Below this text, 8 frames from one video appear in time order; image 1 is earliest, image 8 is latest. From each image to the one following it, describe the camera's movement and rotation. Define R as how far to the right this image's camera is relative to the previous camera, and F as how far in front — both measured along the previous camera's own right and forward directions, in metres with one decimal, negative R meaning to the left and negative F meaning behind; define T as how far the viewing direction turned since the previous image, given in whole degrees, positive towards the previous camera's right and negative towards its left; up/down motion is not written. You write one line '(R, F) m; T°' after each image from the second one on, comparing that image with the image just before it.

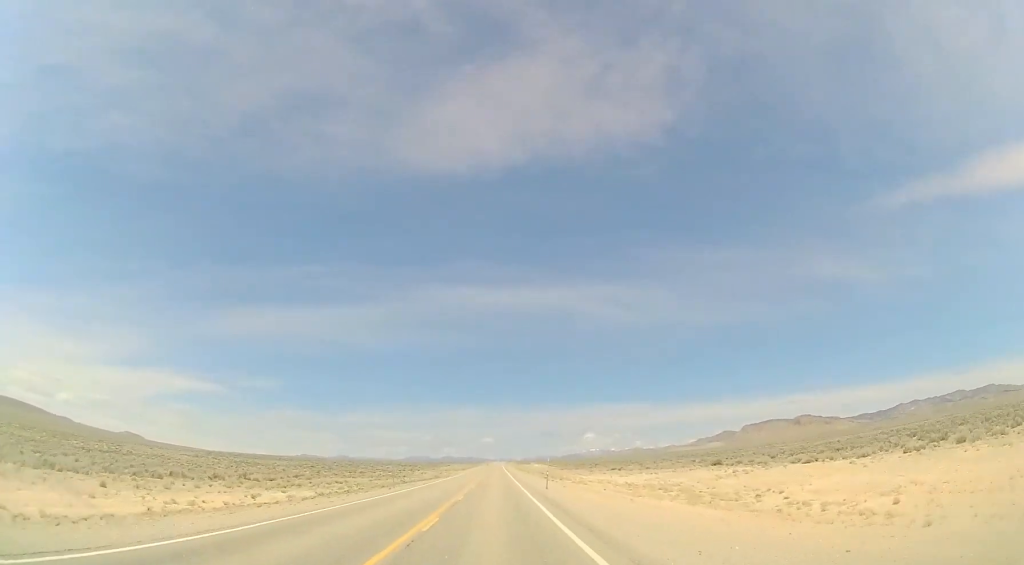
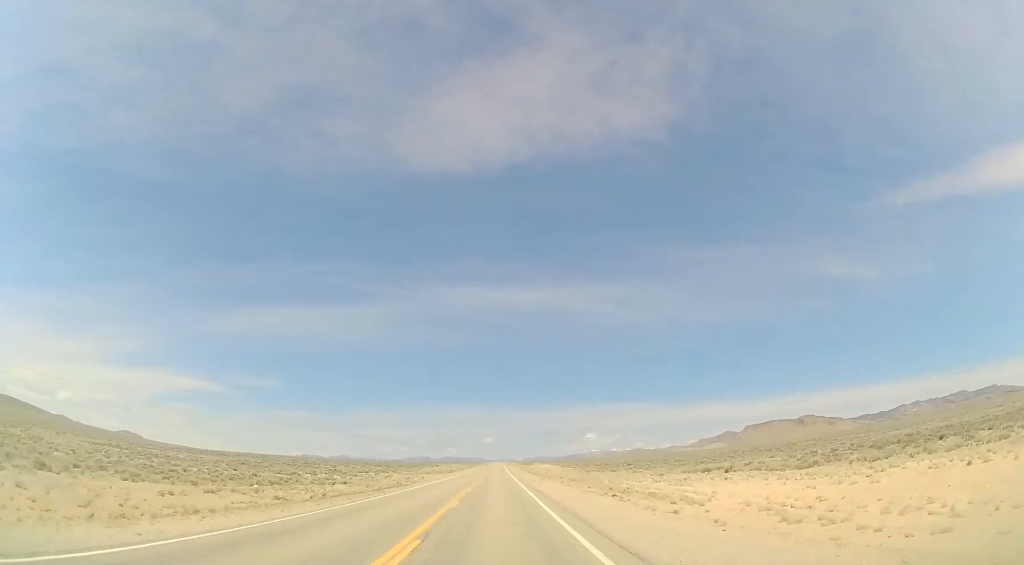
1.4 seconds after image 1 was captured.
(+0.4, +41.6) m; +1°
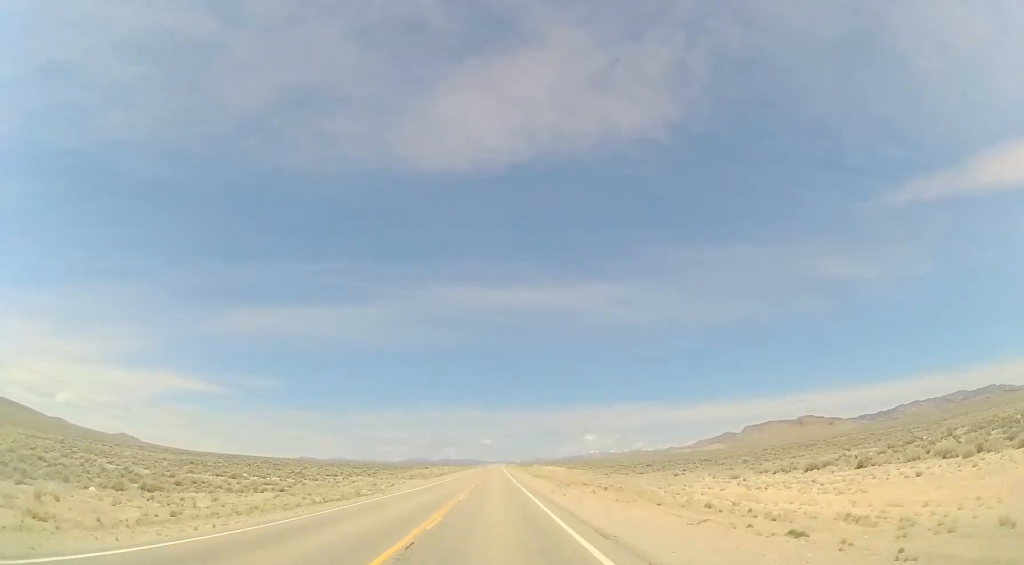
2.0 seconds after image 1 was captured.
(0.0, +18.9) m; 0°
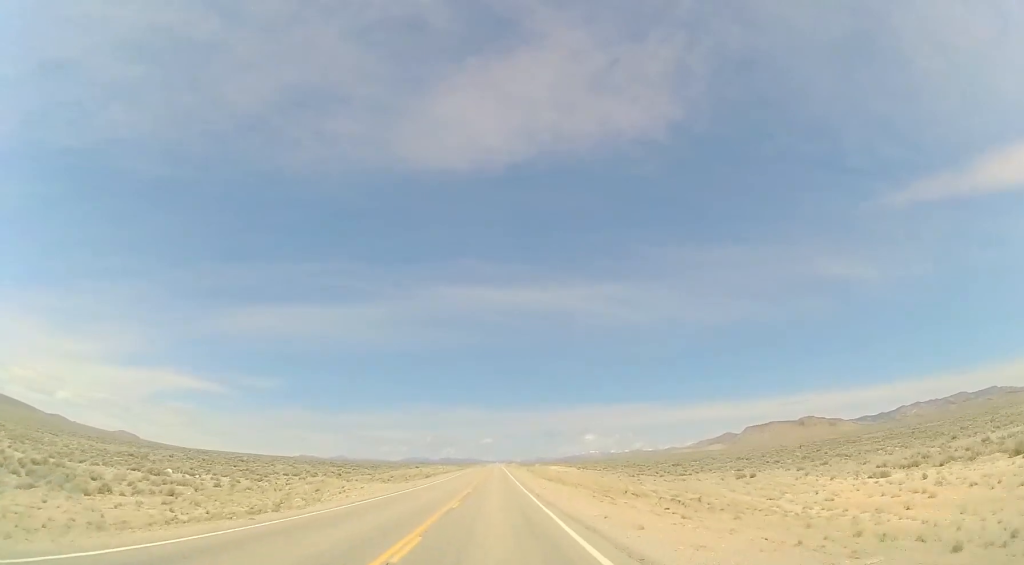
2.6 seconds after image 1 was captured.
(0.0, +17.0) m; 0°
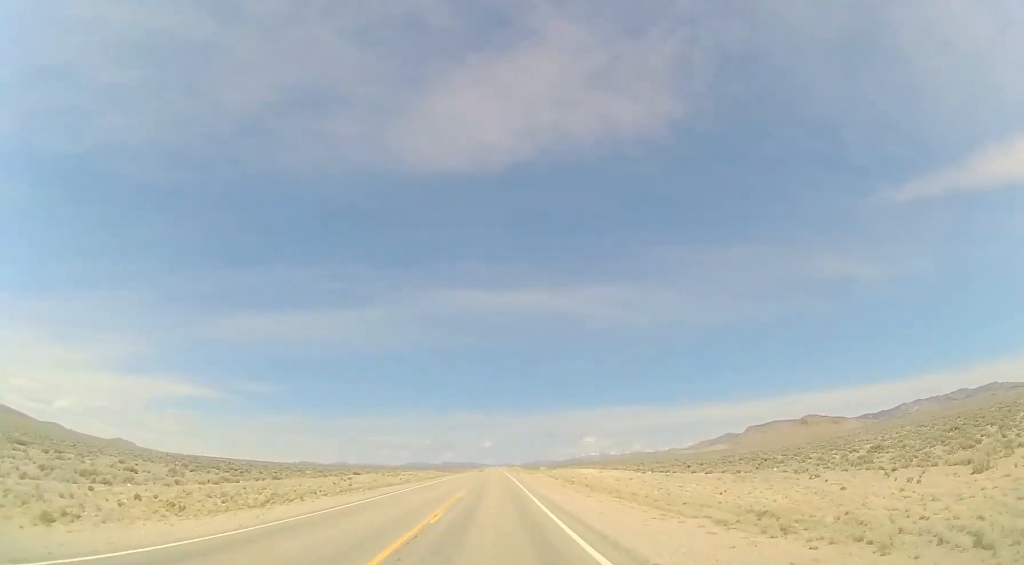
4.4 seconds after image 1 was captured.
(-0.1, +55.0) m; -1°
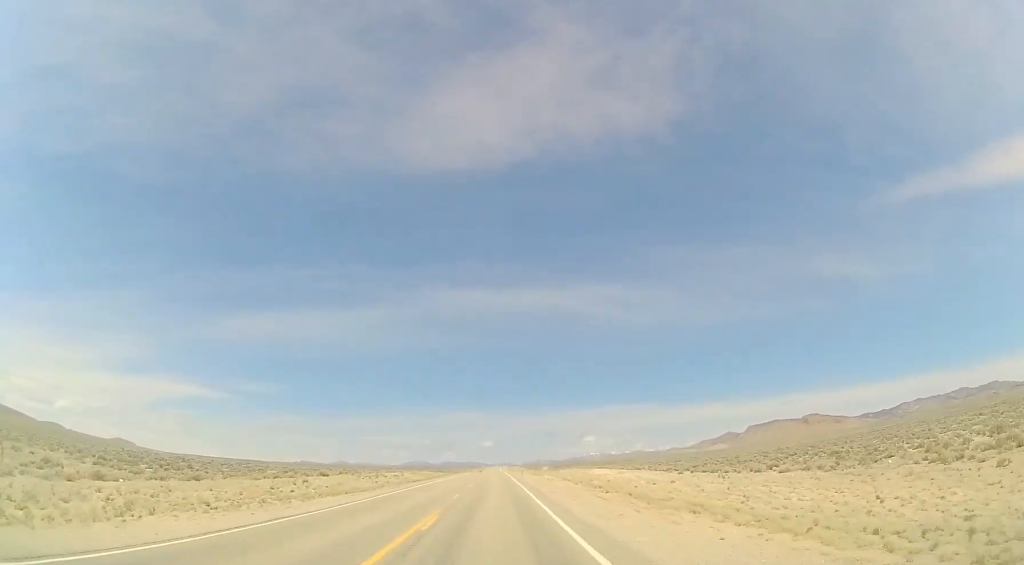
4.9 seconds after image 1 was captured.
(-0.1, +14.0) m; 0°
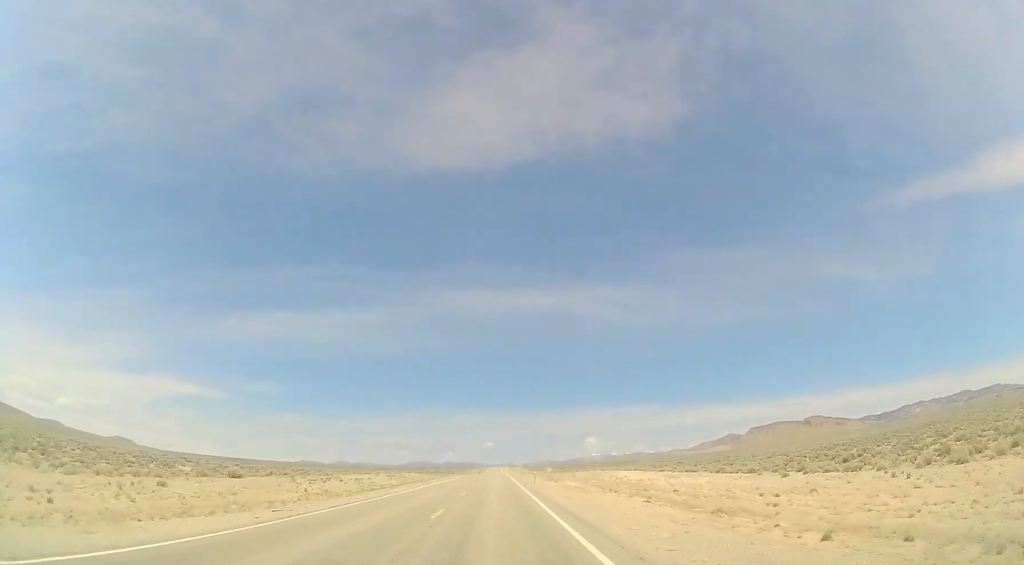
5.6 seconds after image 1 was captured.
(0.0, +21.0) m; 0°
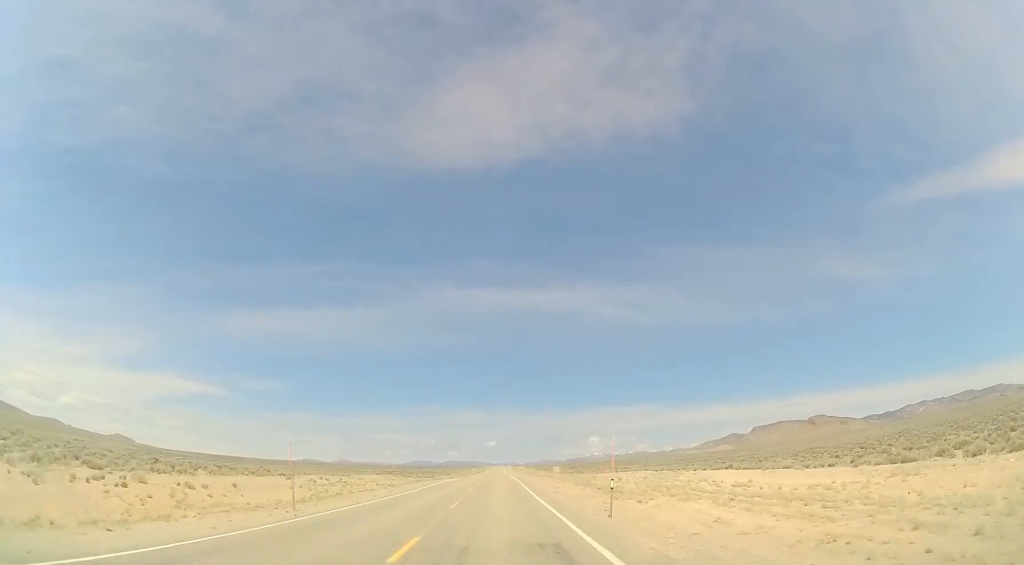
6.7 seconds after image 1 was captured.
(0.0, +31.8) m; 0°
